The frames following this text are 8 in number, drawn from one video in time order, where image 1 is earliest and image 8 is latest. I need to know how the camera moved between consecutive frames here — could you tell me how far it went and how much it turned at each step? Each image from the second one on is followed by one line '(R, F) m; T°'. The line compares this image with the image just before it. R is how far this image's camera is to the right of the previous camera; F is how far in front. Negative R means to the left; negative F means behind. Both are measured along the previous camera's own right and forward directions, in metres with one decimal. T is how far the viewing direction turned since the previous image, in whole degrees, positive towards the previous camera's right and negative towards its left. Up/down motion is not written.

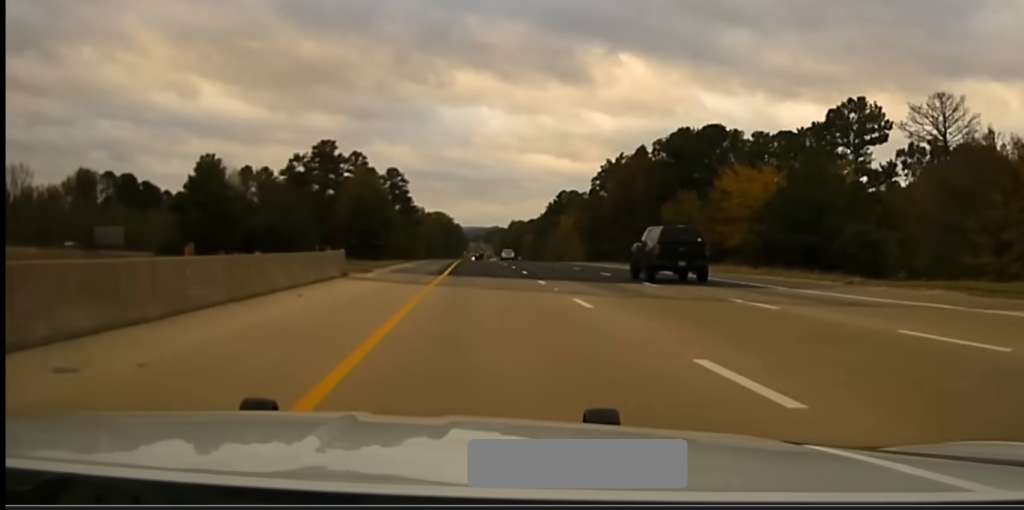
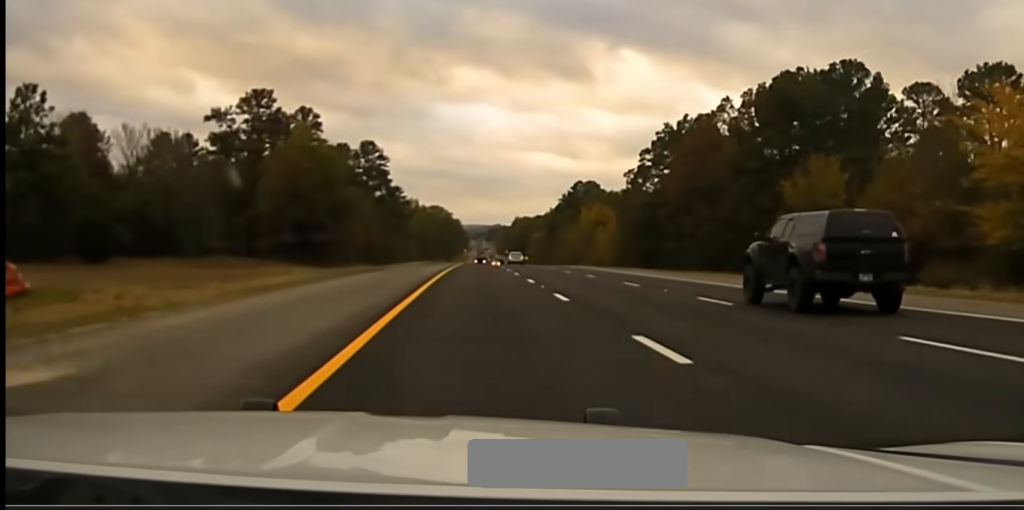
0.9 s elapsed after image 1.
(-0.6, +46.2) m; -2°
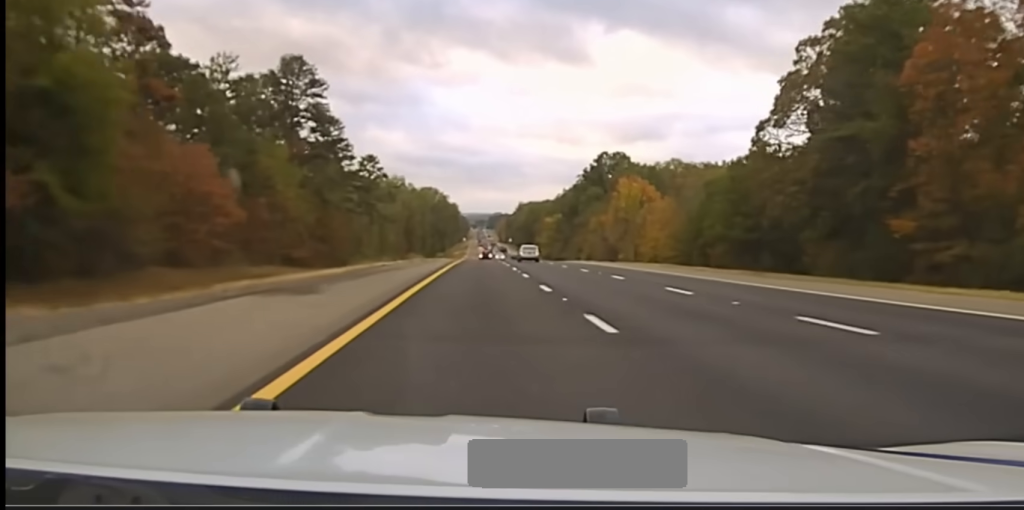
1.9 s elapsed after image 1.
(-1.1, +57.0) m; -1°
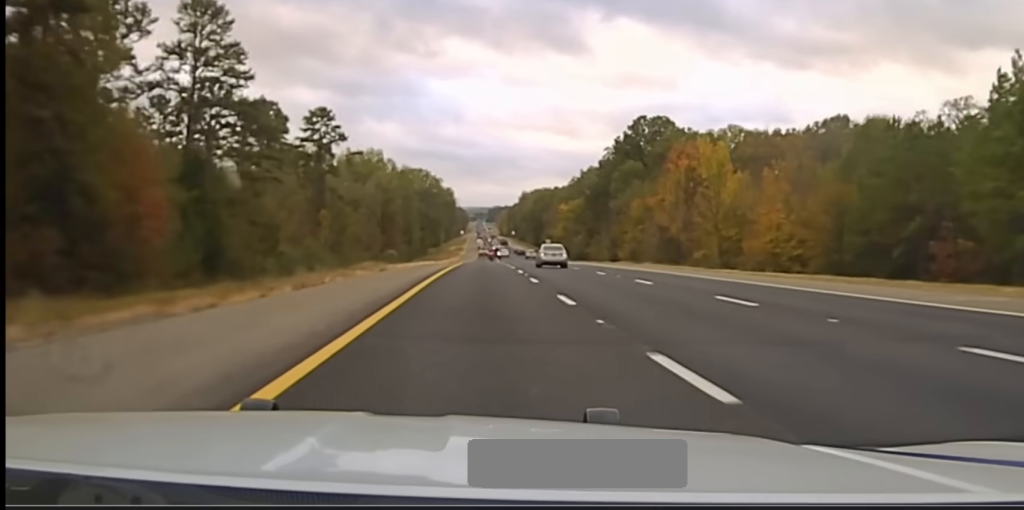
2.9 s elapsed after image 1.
(0.0, +55.8) m; 0°
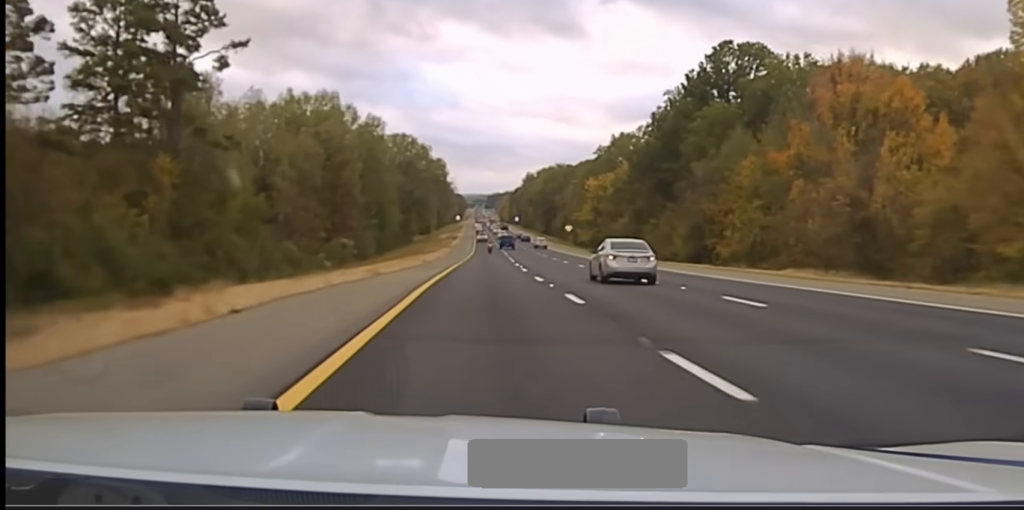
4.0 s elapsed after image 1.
(+0.1, +59.9) m; 0°
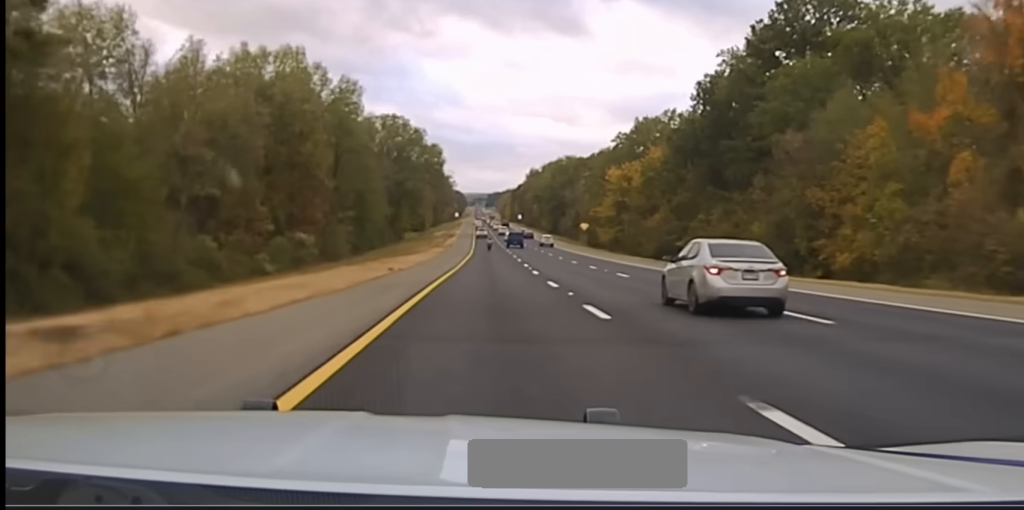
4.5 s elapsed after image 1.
(0.0, +28.7) m; 0°
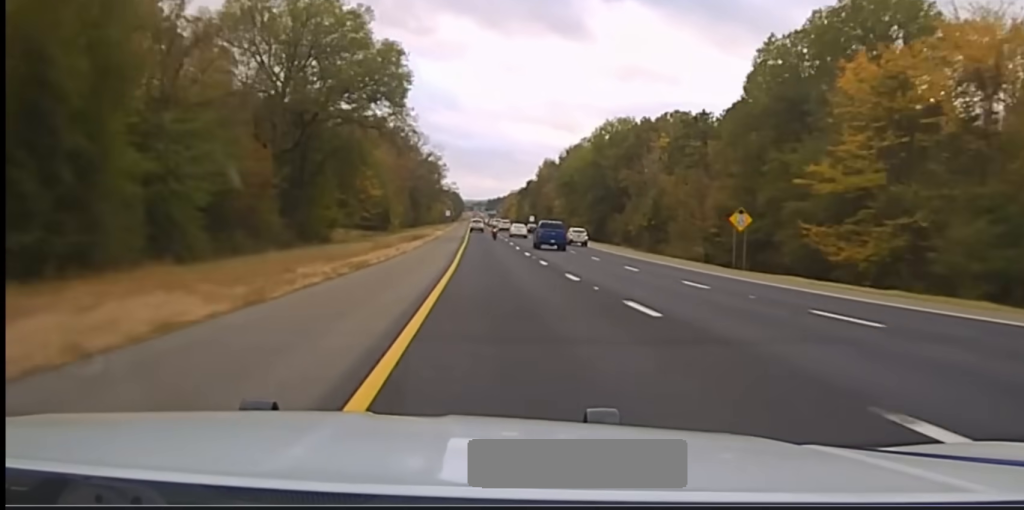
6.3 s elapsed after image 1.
(0.0, +96.3) m; 0°
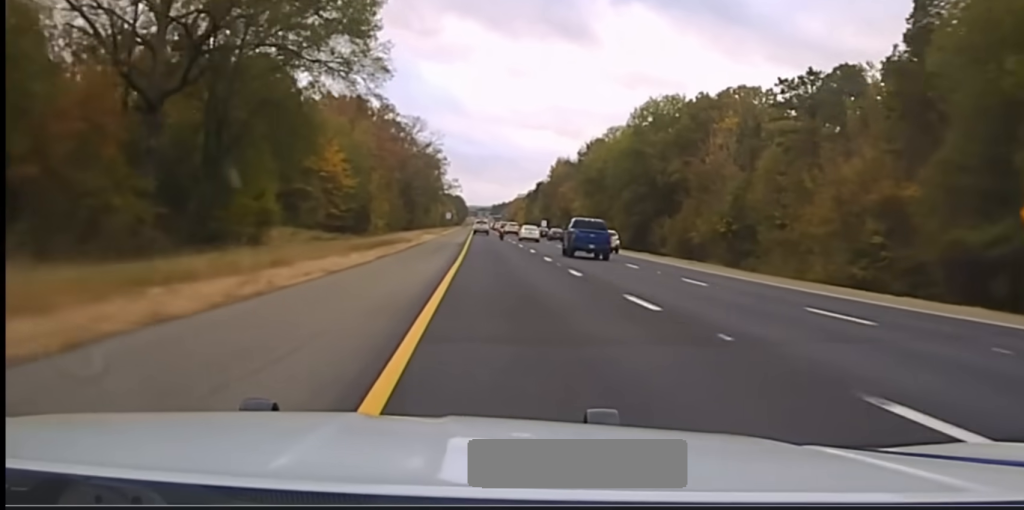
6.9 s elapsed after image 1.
(-0.1, +34.5) m; 0°
